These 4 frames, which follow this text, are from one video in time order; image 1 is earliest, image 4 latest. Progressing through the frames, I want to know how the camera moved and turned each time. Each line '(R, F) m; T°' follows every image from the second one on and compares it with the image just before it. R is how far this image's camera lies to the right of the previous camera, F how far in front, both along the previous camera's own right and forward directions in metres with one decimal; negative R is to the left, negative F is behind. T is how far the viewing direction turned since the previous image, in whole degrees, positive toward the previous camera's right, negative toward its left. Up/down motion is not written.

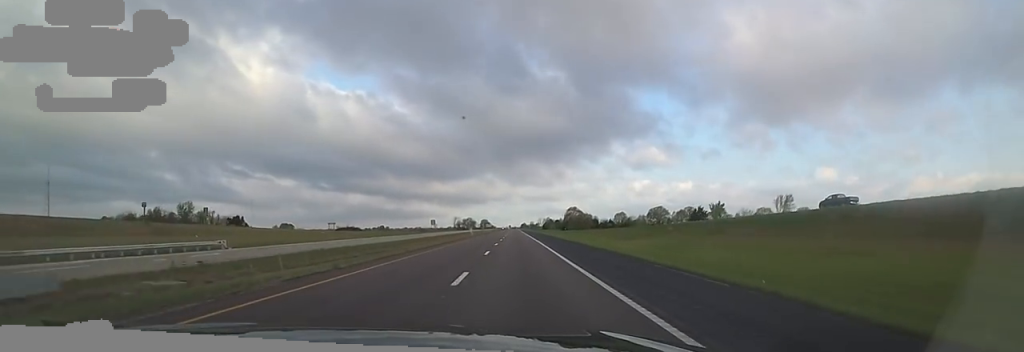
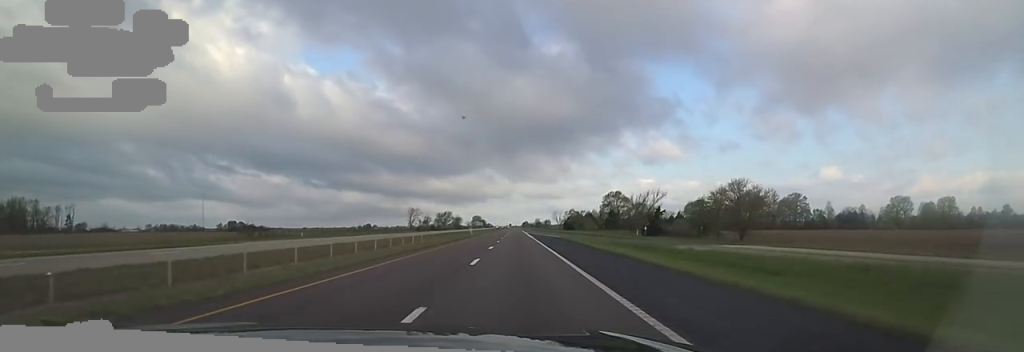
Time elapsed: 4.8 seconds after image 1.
(-1.0, +164.3) m; +1°
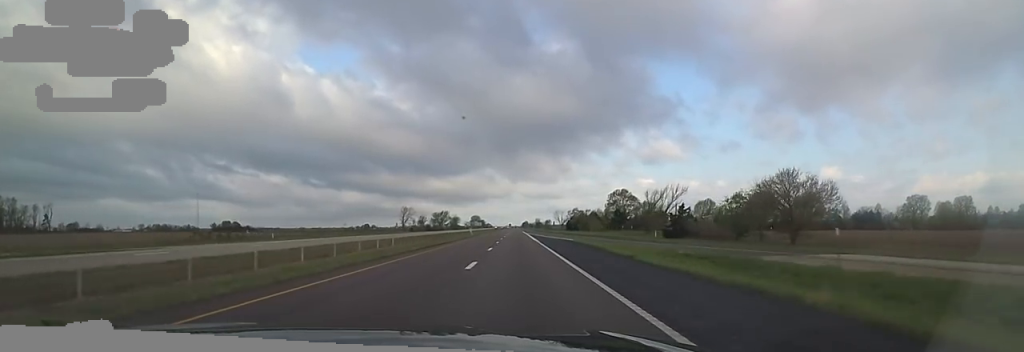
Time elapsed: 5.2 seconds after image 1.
(+0.6, +13.7) m; 0°
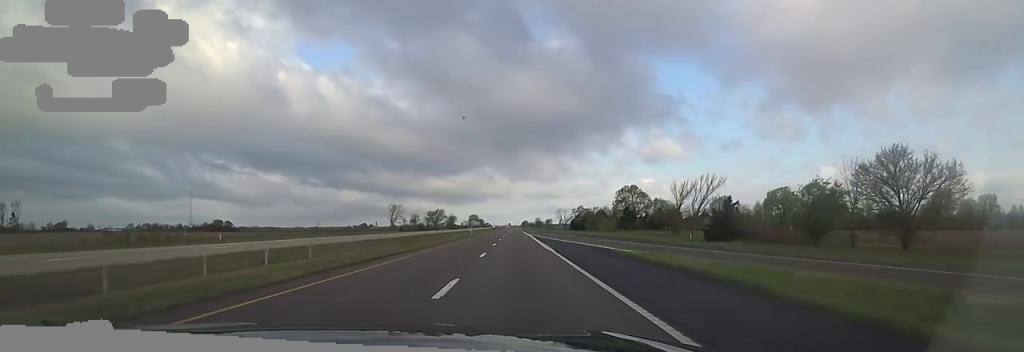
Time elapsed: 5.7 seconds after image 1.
(-0.6, +18.3) m; -1°
